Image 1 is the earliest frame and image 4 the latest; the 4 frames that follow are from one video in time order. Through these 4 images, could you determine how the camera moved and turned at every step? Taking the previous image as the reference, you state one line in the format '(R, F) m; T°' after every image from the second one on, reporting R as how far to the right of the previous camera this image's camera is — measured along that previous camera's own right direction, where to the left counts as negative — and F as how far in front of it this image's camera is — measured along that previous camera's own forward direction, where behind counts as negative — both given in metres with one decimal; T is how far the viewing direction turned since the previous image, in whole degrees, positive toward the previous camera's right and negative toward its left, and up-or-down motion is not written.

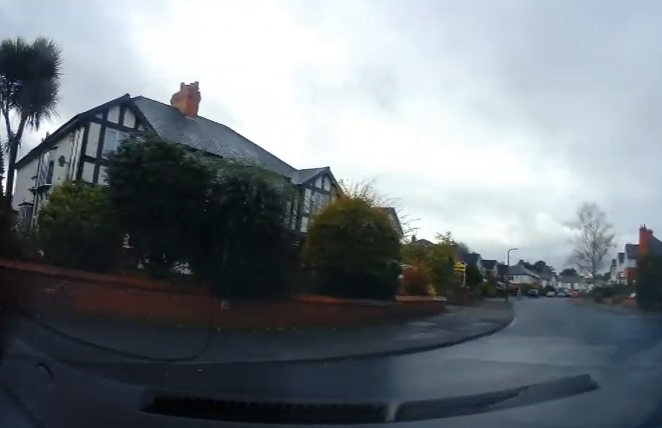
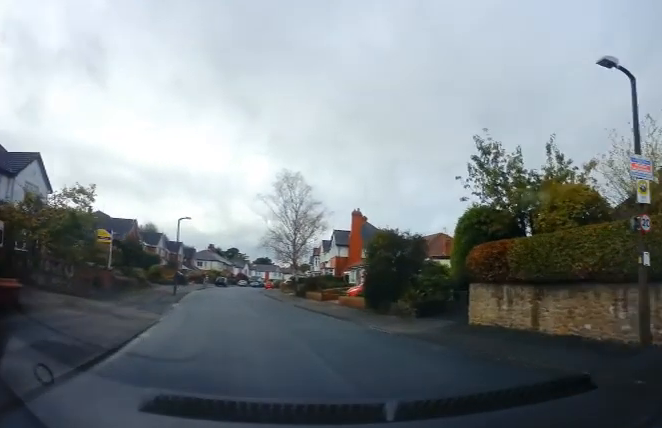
(+2.9, +12.0) m; +13°
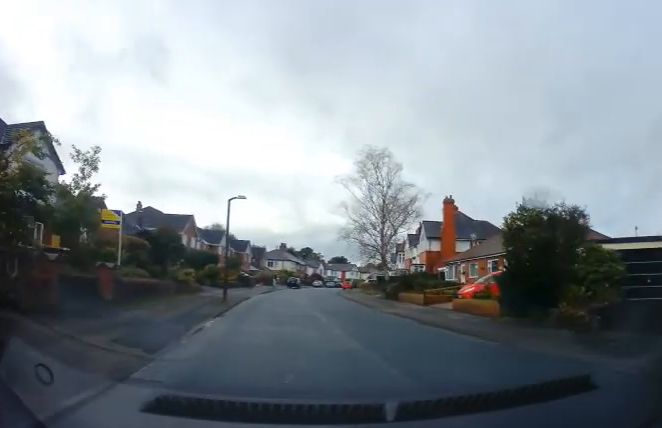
(0.0, +8.0) m; -4°
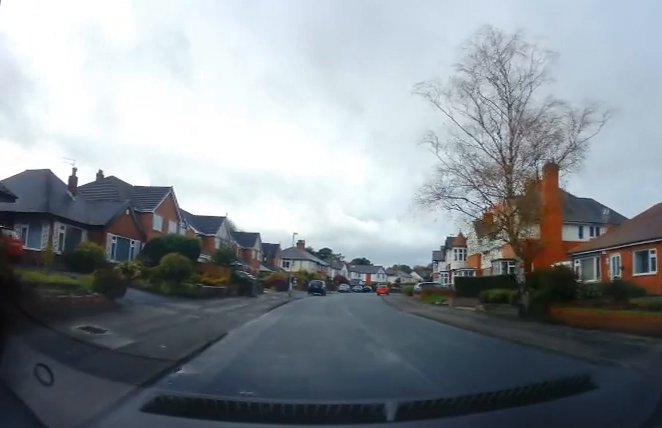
(-1.6, +19.9) m; -4°
